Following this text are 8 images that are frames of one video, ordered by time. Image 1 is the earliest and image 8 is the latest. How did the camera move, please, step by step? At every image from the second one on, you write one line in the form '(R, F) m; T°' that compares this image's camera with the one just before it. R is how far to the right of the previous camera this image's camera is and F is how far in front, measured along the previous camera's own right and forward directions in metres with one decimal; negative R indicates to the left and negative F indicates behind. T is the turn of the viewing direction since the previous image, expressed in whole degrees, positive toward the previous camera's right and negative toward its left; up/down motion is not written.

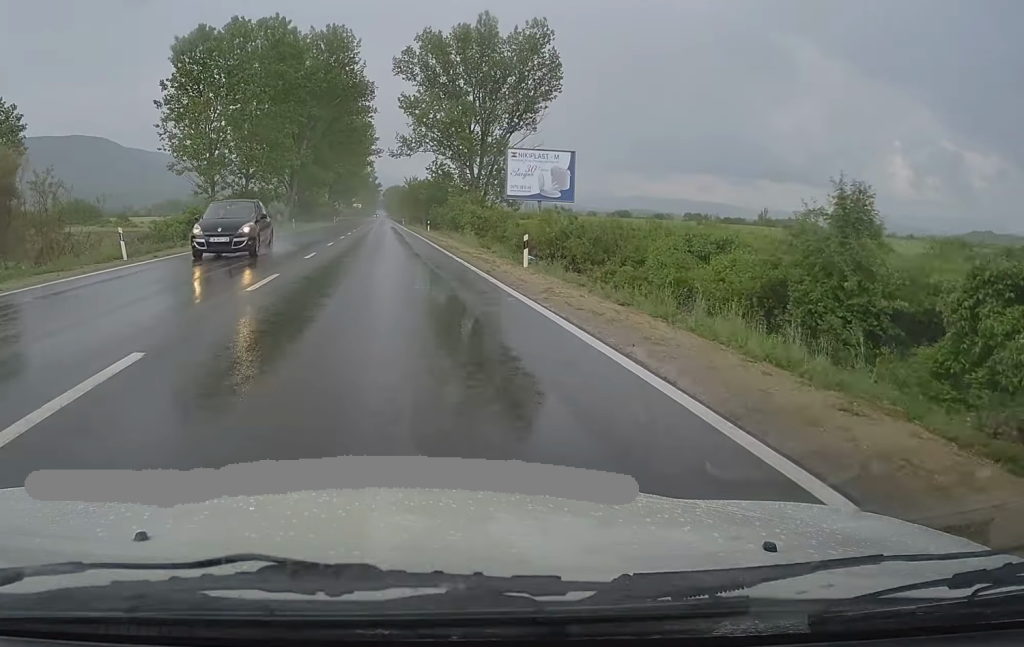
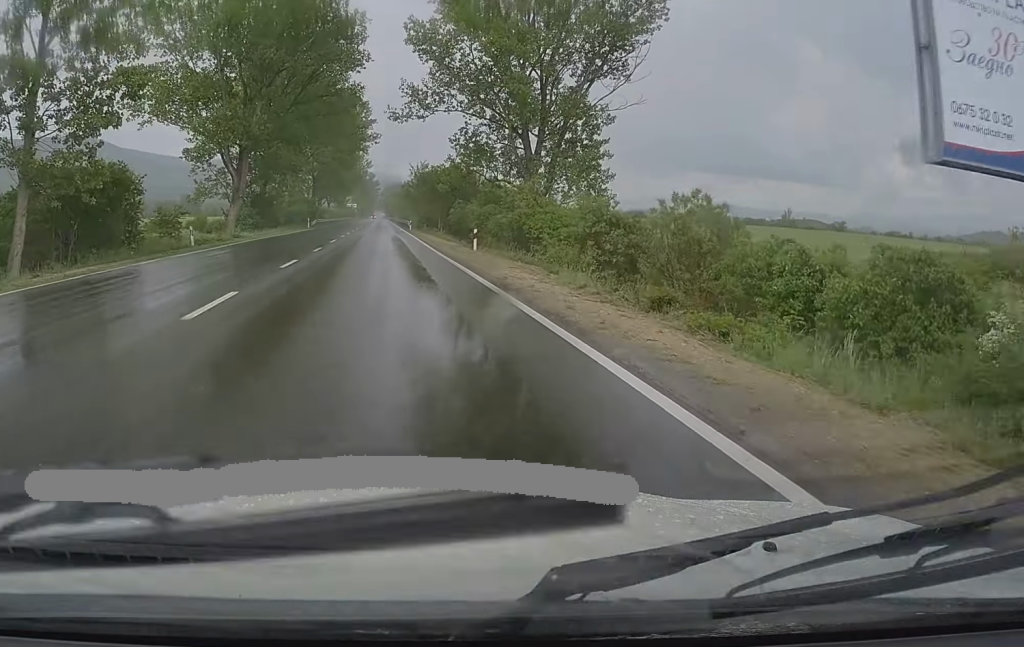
(-0.2, +38.9) m; 0°
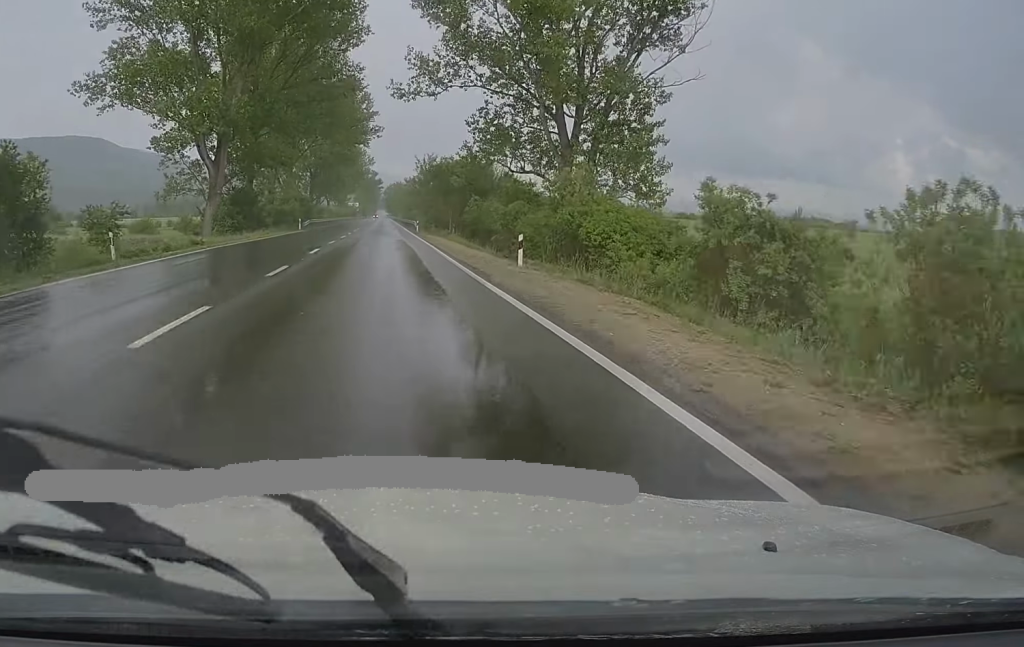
(+0.2, +11.0) m; 0°
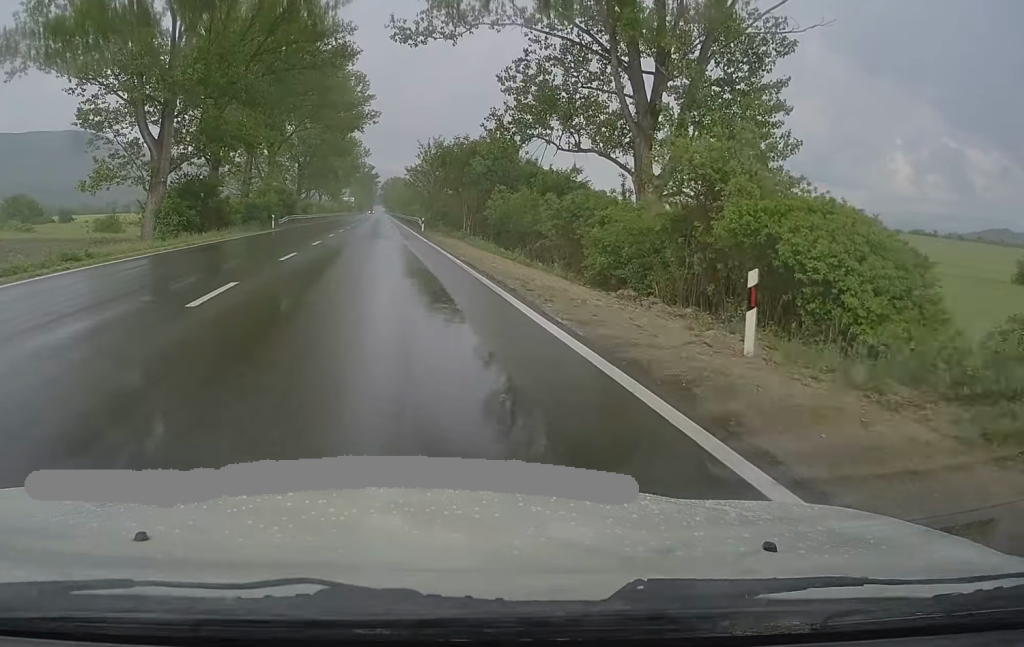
(0.0, +15.3) m; 0°
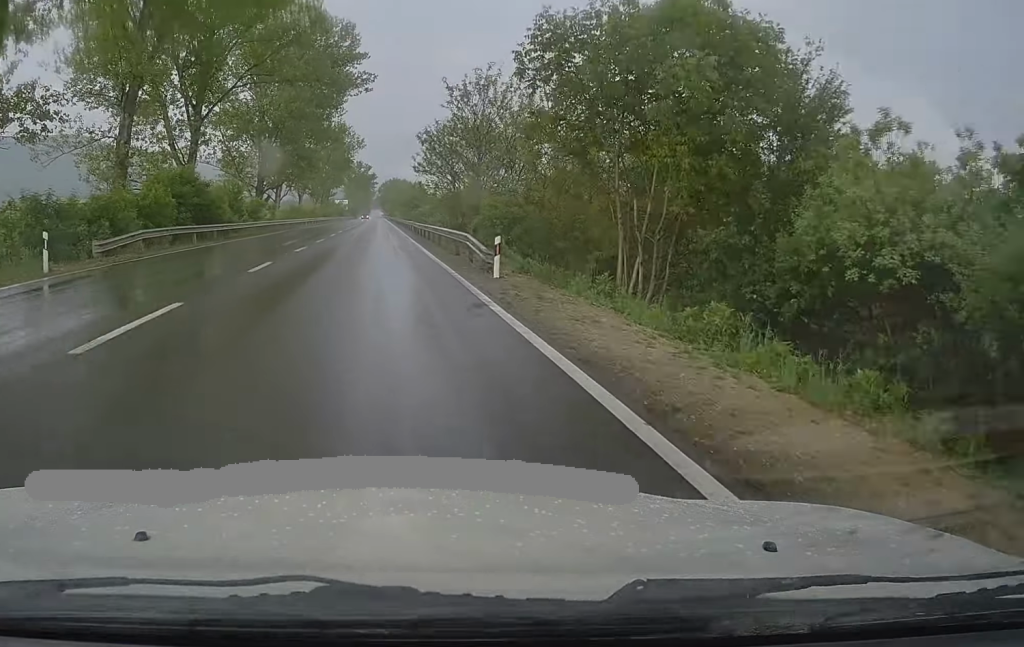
(-0.5, +38.2) m; -1°
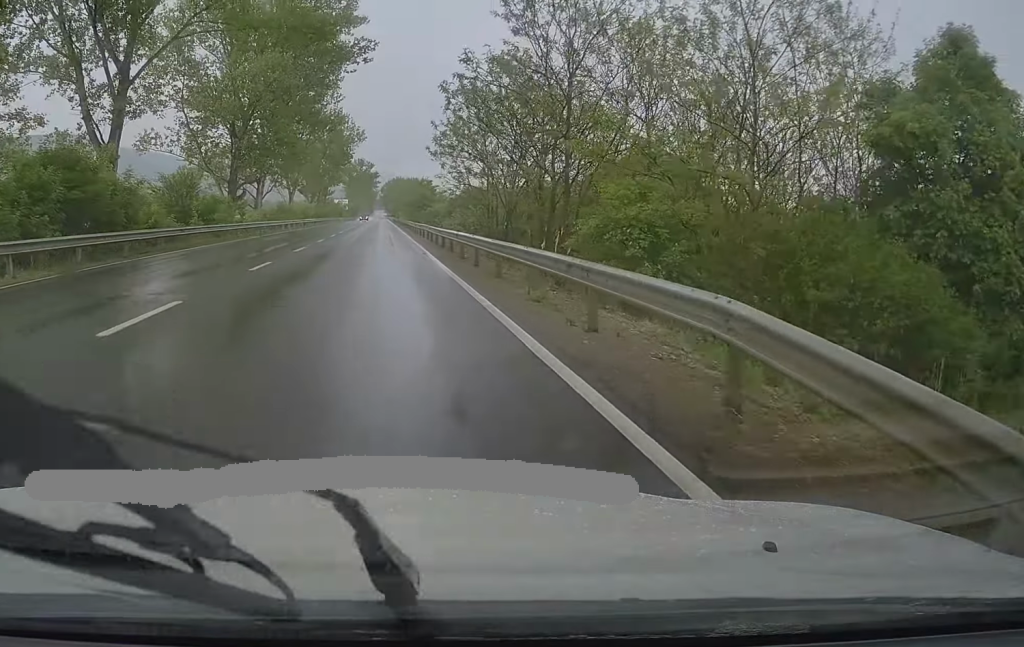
(0.0, +17.8) m; 0°
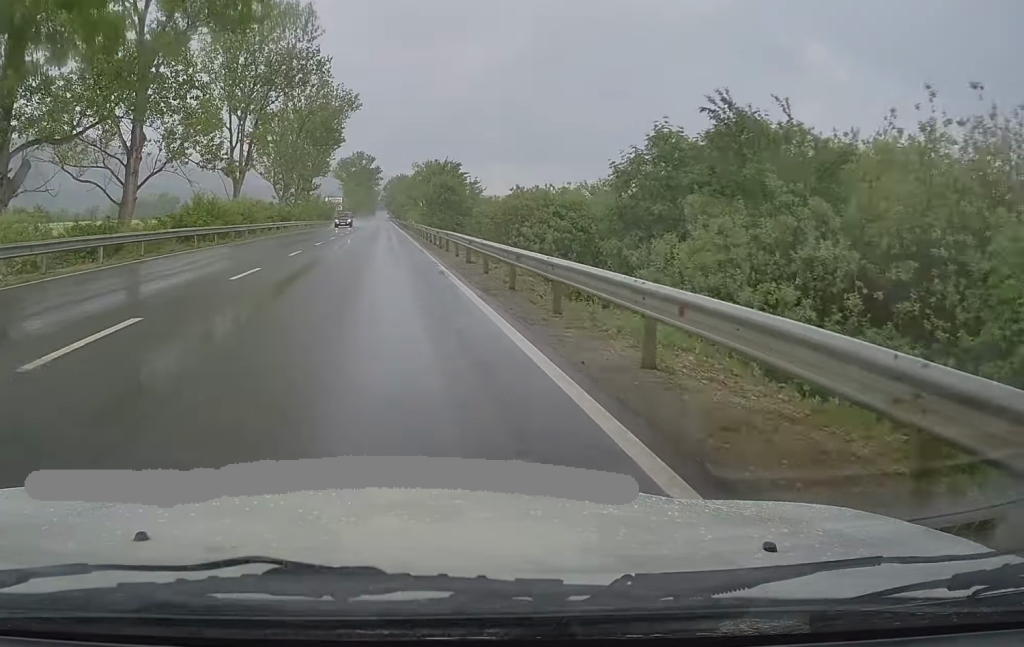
(+0.3, +46.5) m; +1°
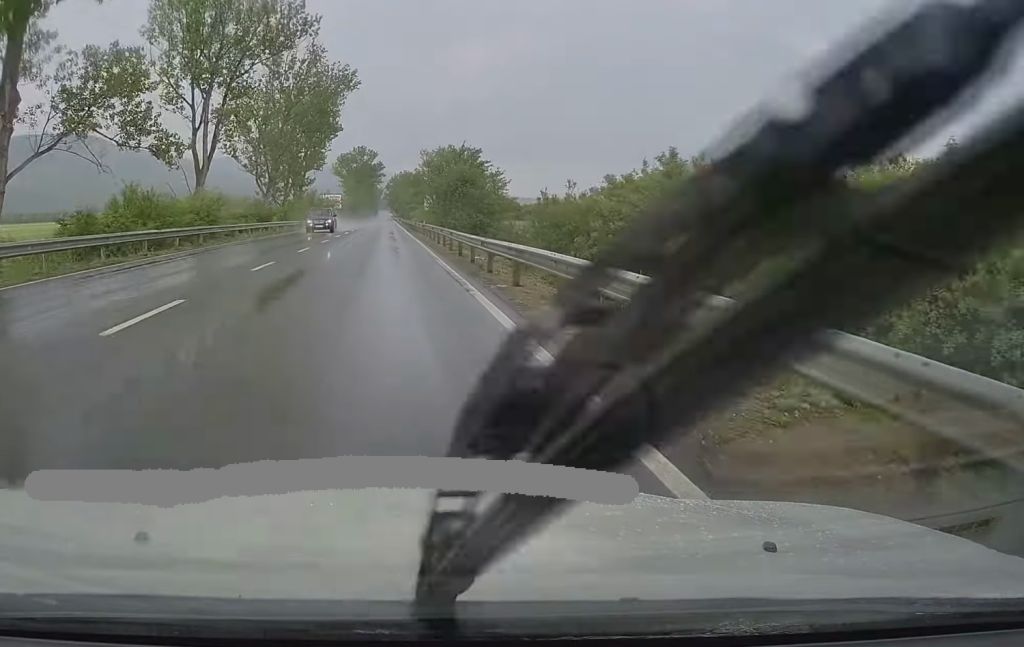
(+0.4, +16.0) m; -1°
